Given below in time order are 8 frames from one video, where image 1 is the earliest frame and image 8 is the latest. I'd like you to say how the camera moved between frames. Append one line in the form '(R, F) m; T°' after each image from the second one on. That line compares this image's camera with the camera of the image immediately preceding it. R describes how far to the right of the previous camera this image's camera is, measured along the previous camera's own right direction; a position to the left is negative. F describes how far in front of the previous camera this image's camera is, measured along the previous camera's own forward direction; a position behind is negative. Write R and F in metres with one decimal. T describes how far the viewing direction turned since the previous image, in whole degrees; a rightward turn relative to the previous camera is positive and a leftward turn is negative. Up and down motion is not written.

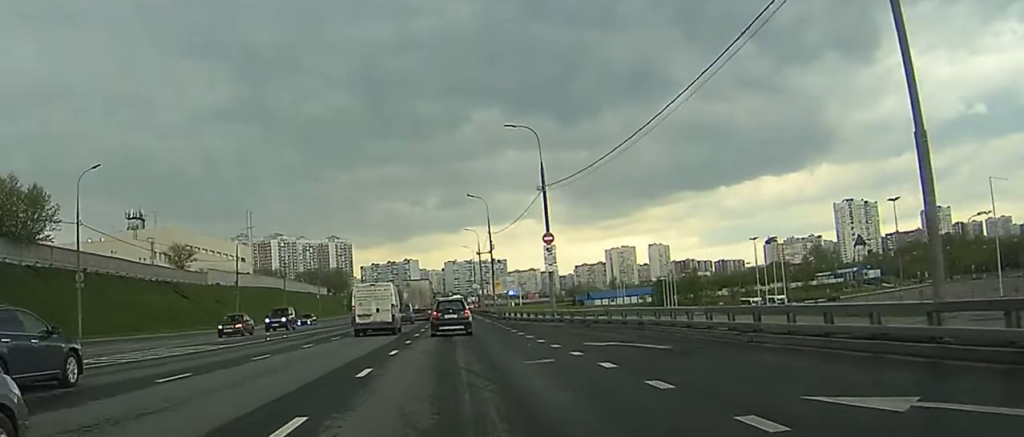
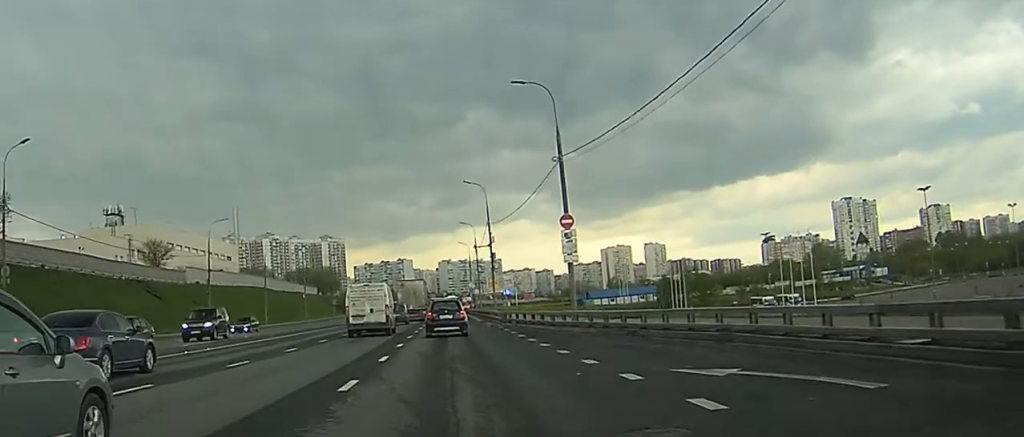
(+0.1, +10.4) m; +1°
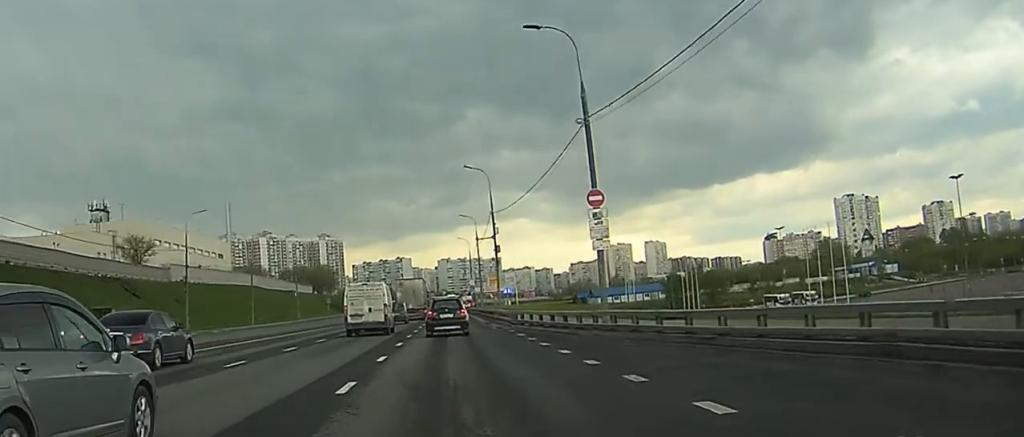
(0.0, +8.2) m; +1°
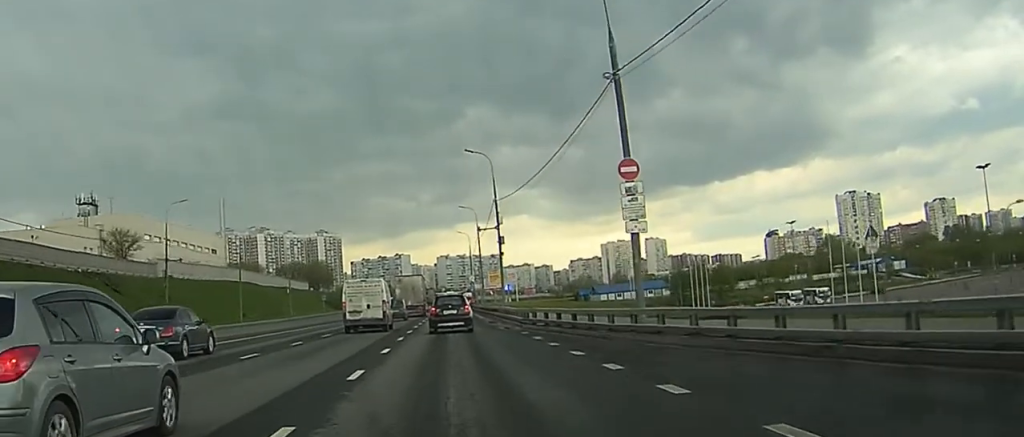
(-0.1, +6.1) m; +1°
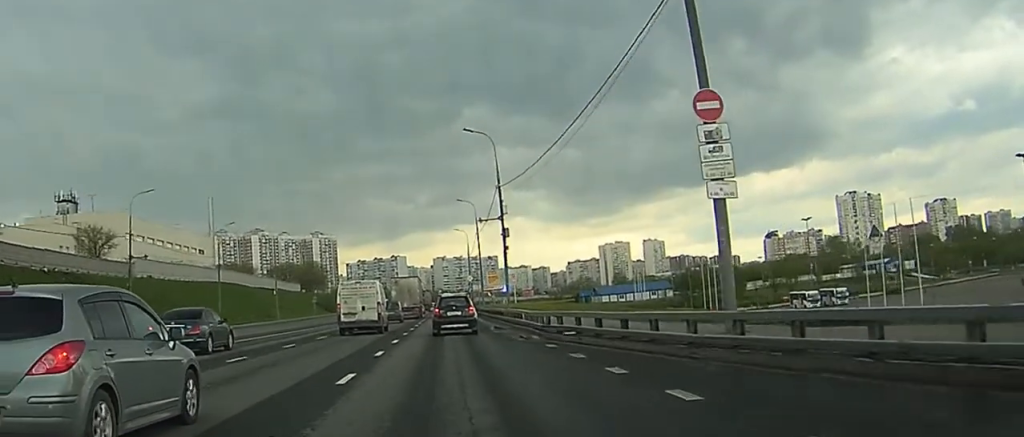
(+0.2, +8.4) m; 0°
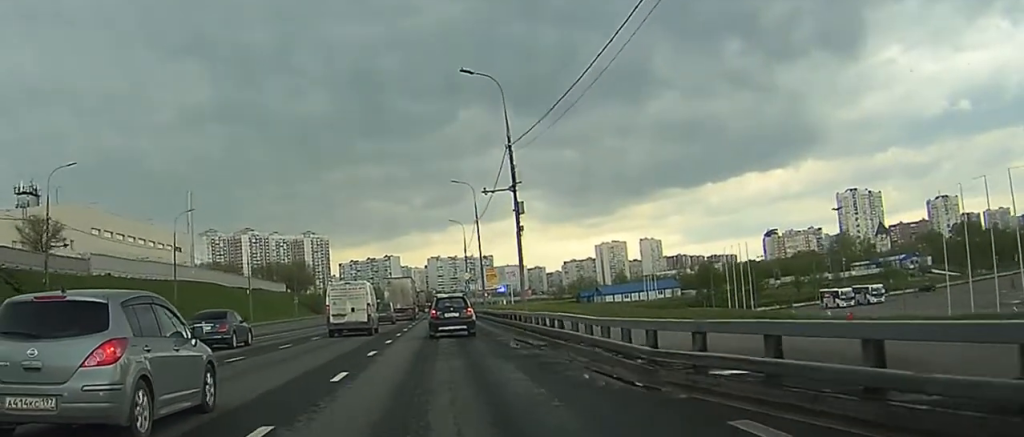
(-0.3, +14.0) m; -2°
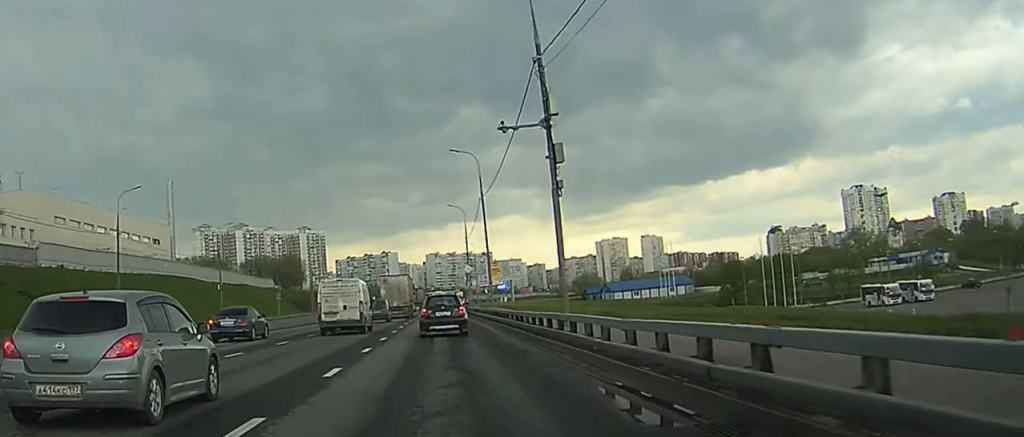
(-0.1, +13.5) m; 0°
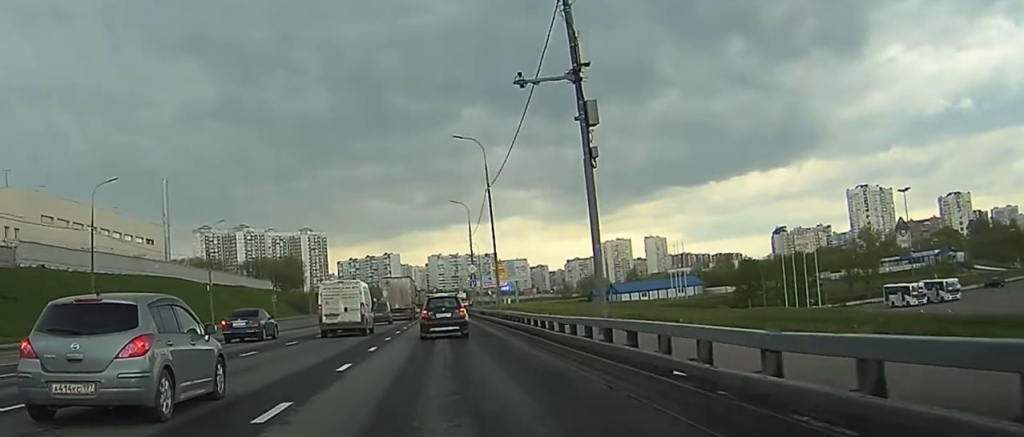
(0.0, +5.3) m; 0°
